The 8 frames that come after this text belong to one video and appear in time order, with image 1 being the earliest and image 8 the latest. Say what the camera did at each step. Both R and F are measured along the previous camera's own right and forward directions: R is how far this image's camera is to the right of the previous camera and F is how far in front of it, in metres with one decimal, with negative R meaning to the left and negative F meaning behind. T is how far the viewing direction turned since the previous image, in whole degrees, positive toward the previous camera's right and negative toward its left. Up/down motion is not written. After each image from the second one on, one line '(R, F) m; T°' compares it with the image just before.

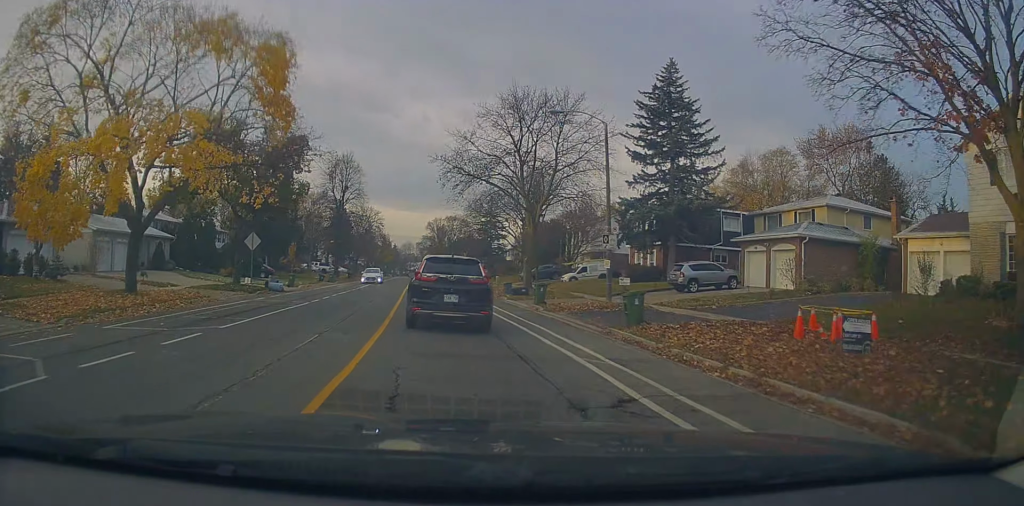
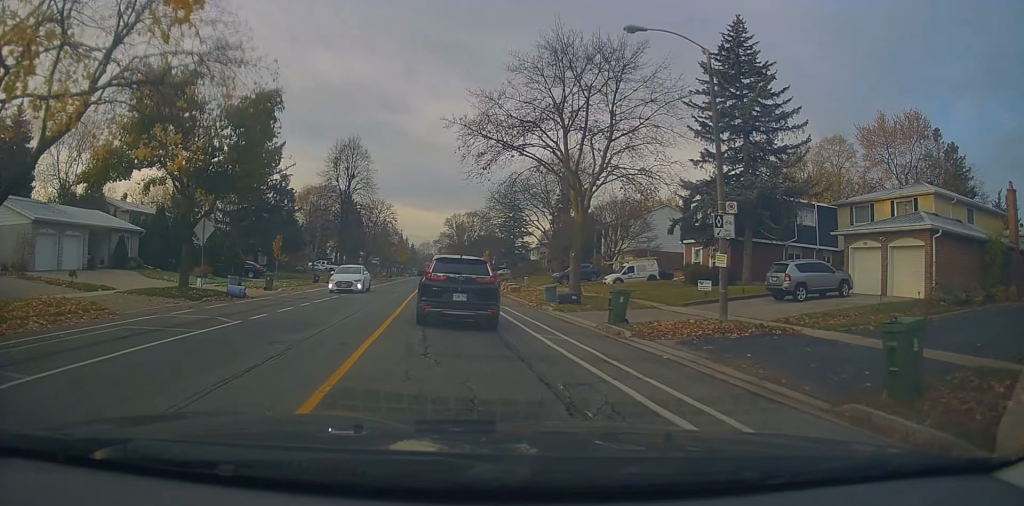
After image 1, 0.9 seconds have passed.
(0.0, +9.1) m; +1°
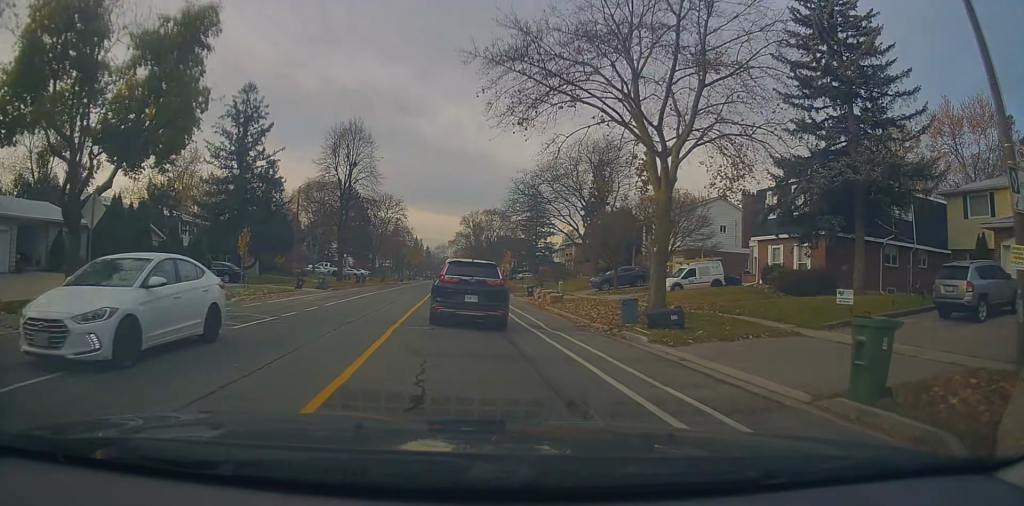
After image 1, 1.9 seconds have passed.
(+0.3, +8.9) m; -4°
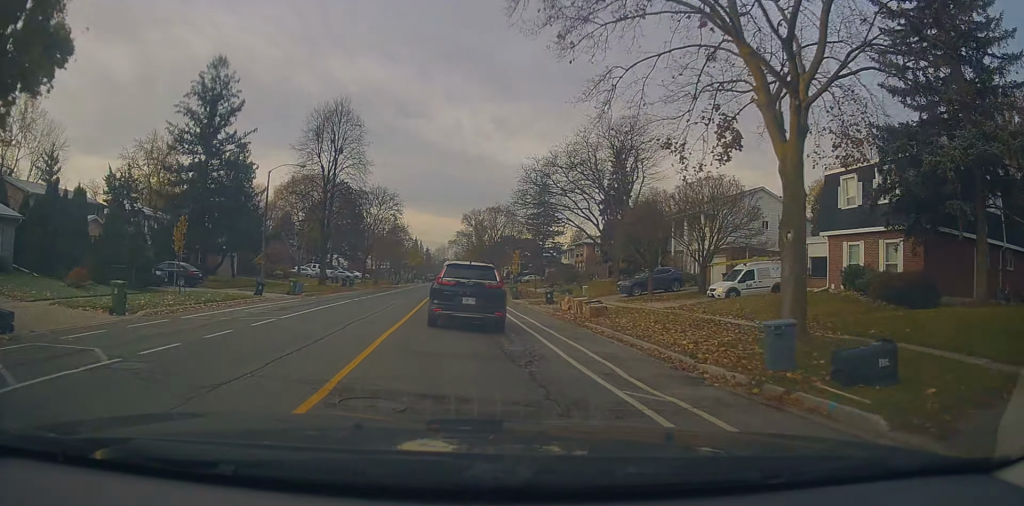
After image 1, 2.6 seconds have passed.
(-0.7, +7.2) m; -1°
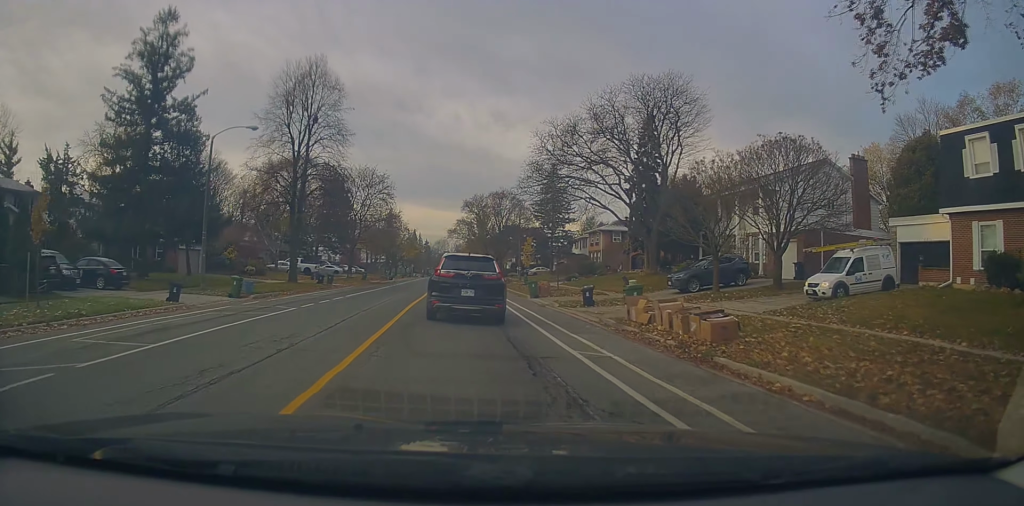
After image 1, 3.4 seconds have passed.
(+0.2, +8.2) m; +1°
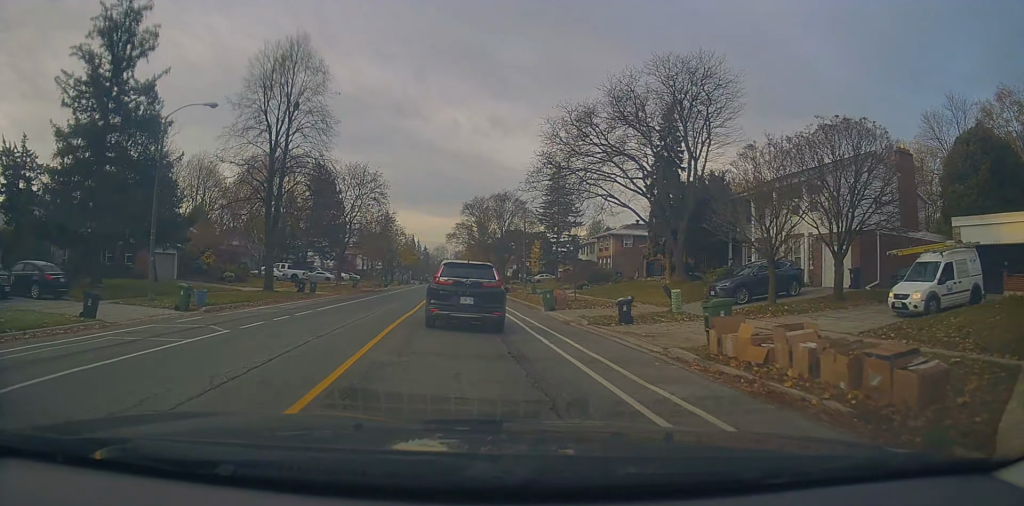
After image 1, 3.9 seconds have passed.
(+0.3, +4.9) m; +1°
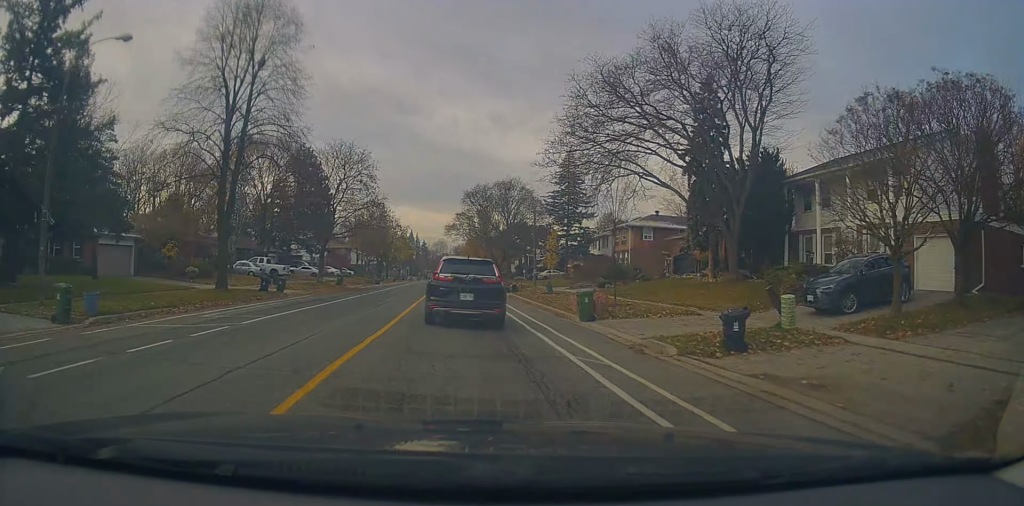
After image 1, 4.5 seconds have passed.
(-0.3, +7.2) m; -1°
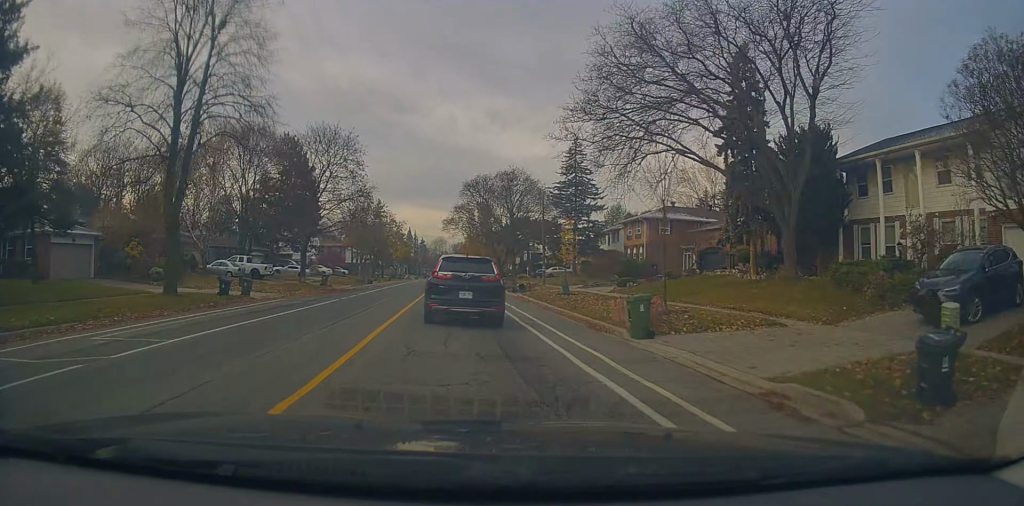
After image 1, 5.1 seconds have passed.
(-0.1, +5.5) m; -1°
